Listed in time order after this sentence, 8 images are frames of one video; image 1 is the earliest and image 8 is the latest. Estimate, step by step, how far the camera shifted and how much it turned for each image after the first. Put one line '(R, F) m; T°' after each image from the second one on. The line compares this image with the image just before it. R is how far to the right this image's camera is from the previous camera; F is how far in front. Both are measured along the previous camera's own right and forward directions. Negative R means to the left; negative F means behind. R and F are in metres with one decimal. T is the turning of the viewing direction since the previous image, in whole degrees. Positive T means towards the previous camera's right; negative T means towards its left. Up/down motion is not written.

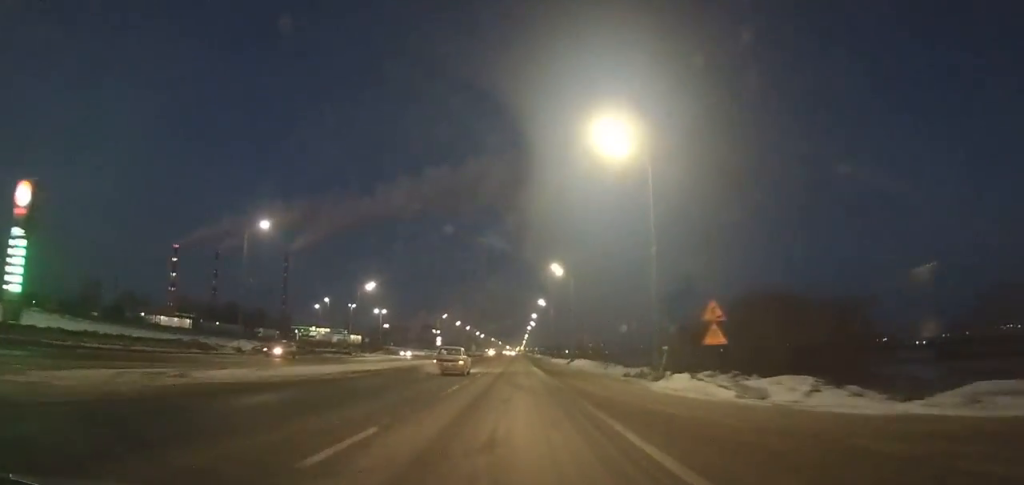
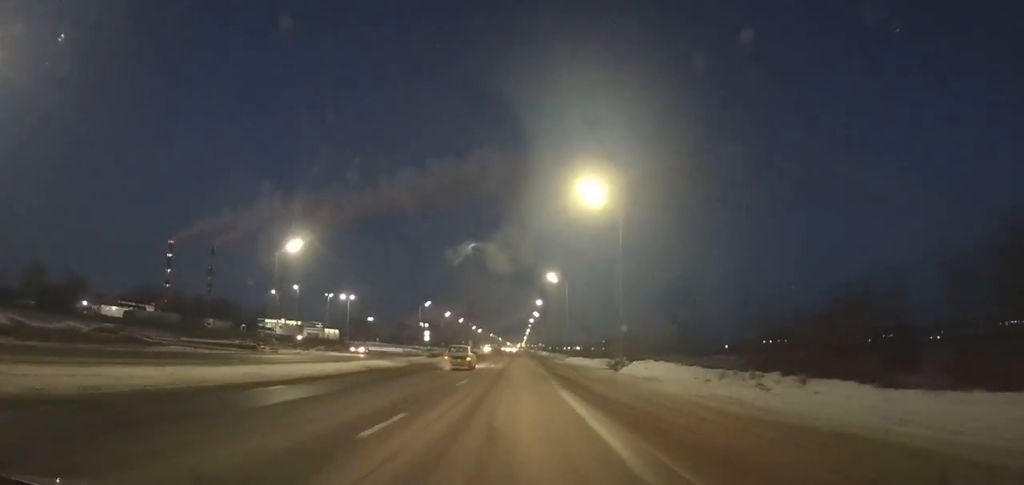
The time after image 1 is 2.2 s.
(-0.2, +33.2) m; 0°
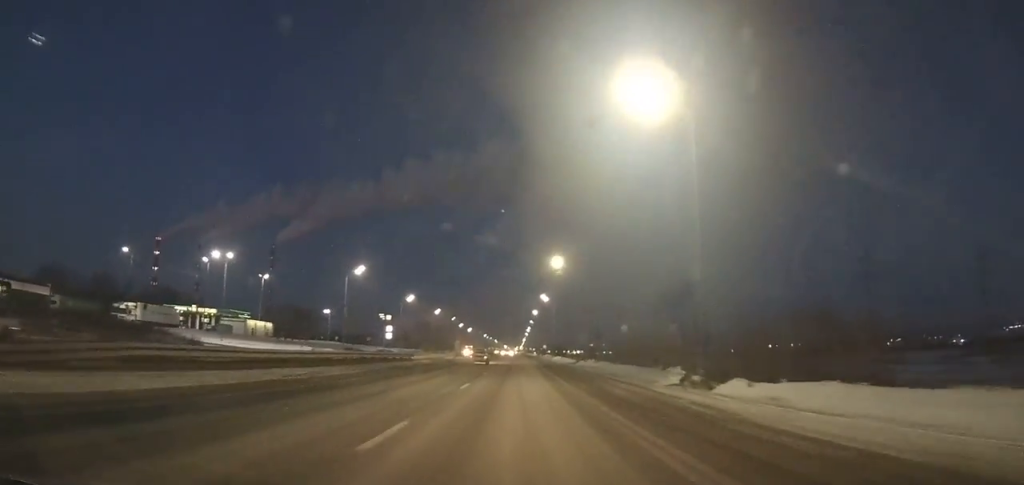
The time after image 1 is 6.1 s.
(+0.1, +58.2) m; 0°
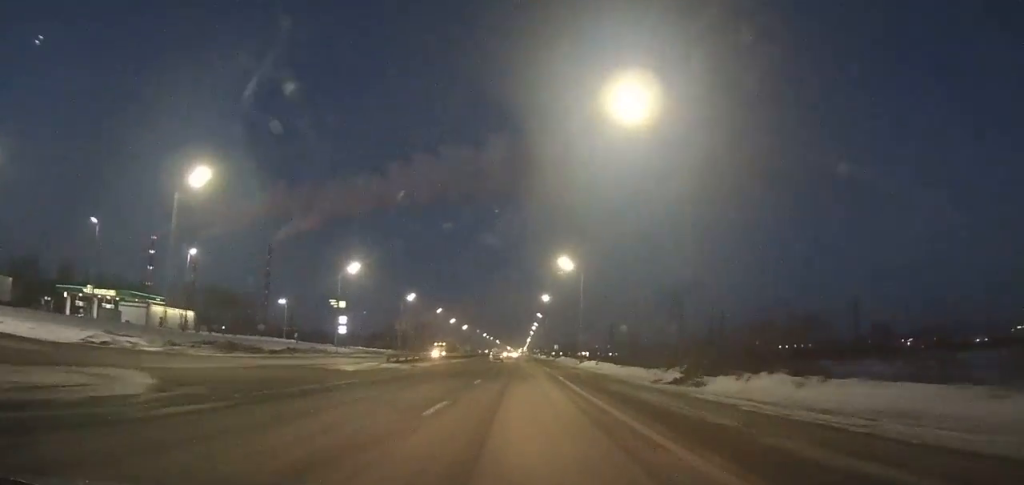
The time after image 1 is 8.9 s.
(0.0, +42.1) m; 0°
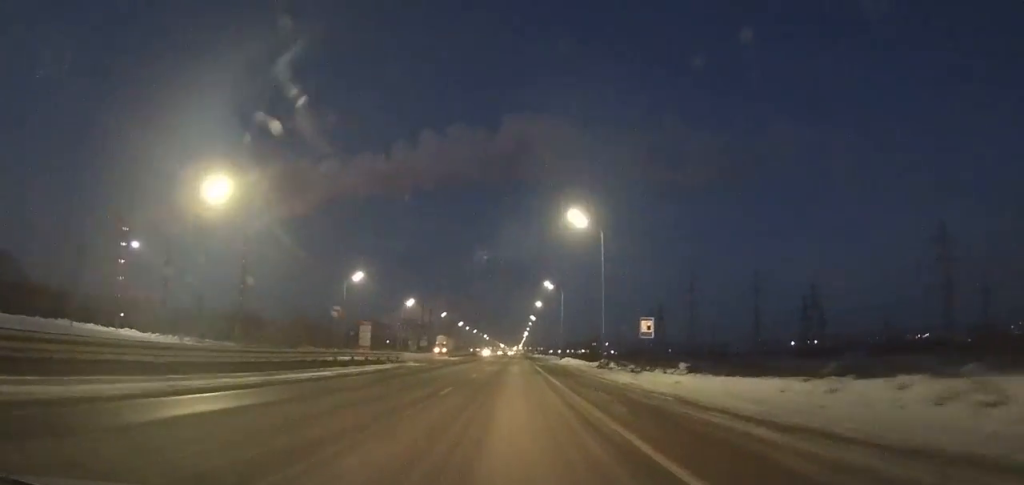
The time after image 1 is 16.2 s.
(+0.2, +119.4) m; 0°
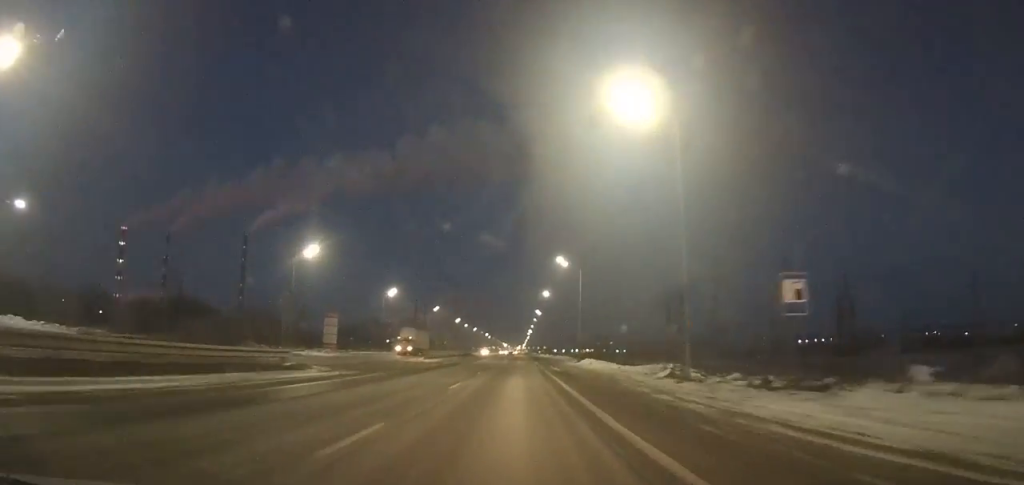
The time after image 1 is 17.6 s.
(0.0, +23.5) m; 0°
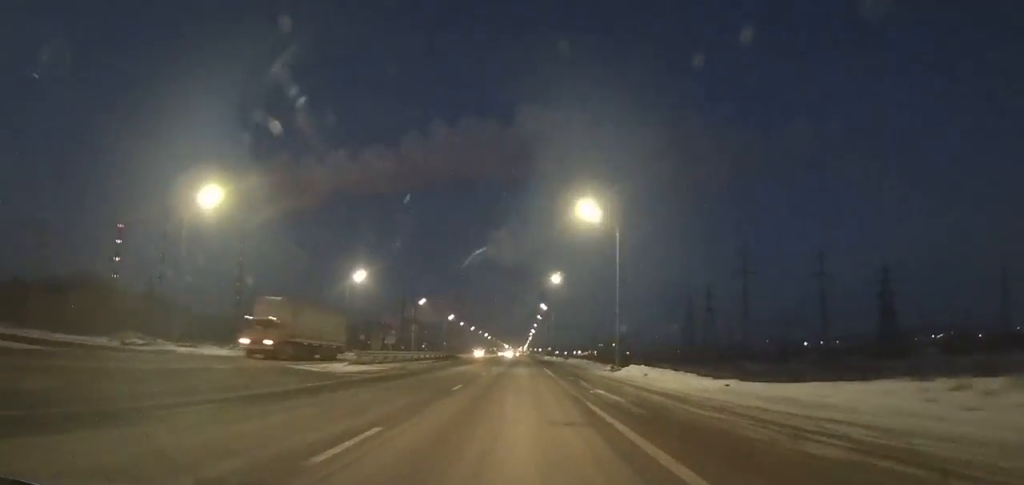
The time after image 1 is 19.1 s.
(0.0, +25.3) m; 0°
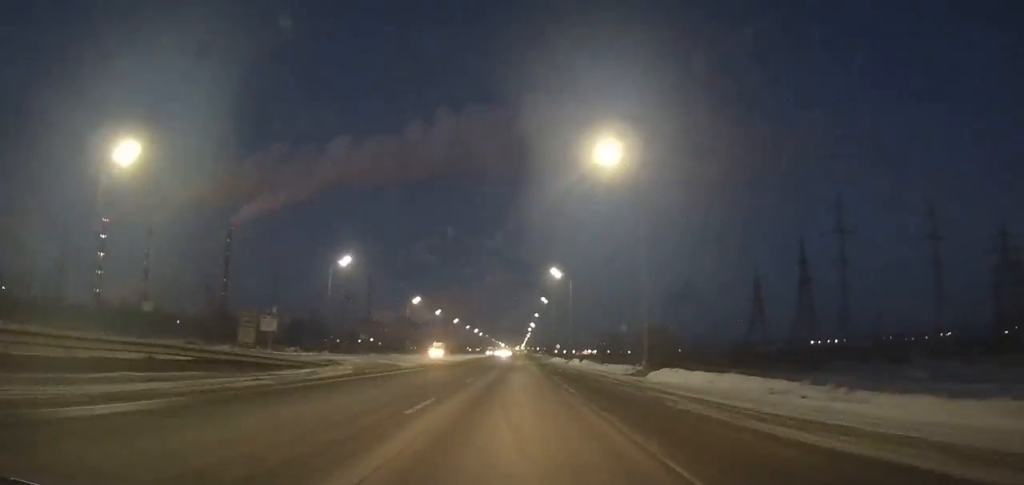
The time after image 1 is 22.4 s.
(0.0, +56.6) m; 0°
